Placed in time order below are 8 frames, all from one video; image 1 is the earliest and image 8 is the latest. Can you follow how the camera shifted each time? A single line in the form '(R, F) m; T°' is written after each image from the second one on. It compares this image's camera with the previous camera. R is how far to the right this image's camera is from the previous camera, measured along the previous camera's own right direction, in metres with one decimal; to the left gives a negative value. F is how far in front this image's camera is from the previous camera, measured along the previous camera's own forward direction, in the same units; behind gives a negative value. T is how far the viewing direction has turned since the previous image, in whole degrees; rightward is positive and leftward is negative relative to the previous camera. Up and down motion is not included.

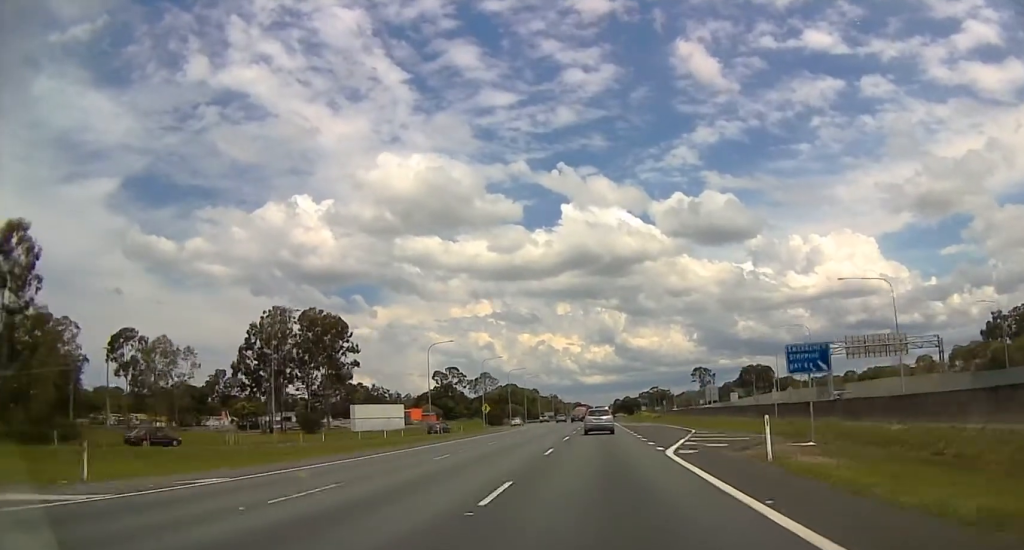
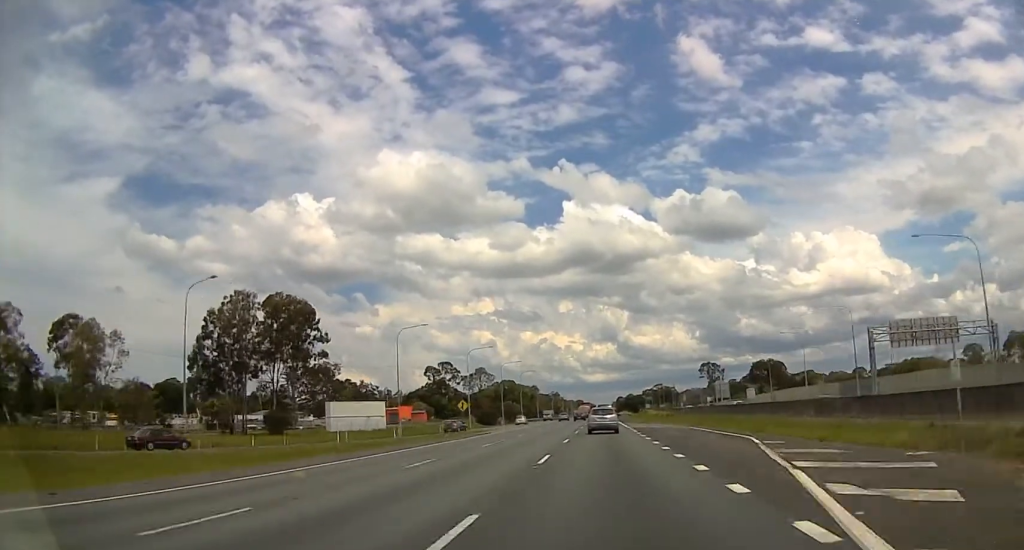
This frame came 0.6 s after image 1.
(+0.7, +16.5) m; 0°
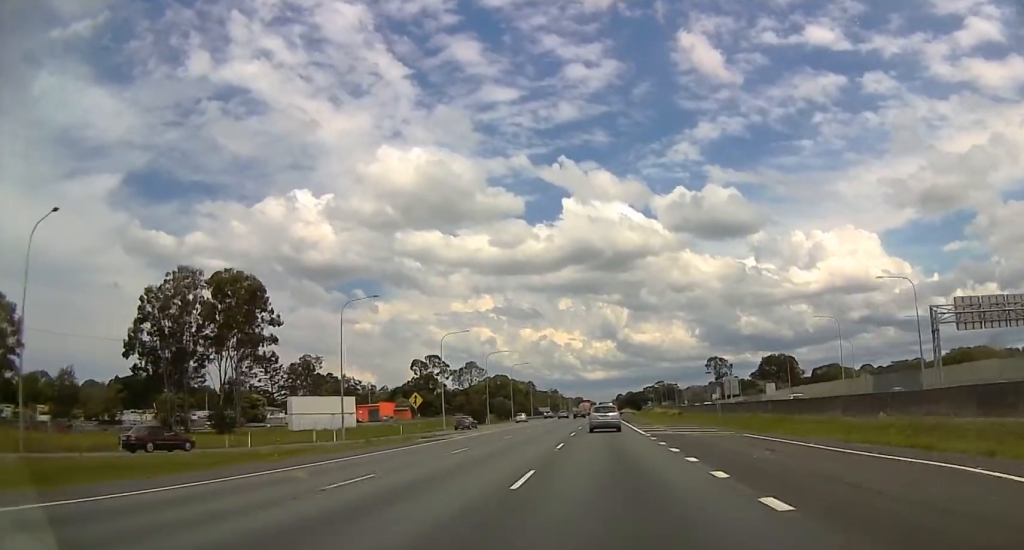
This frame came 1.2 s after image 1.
(-0.5, +18.5) m; 0°
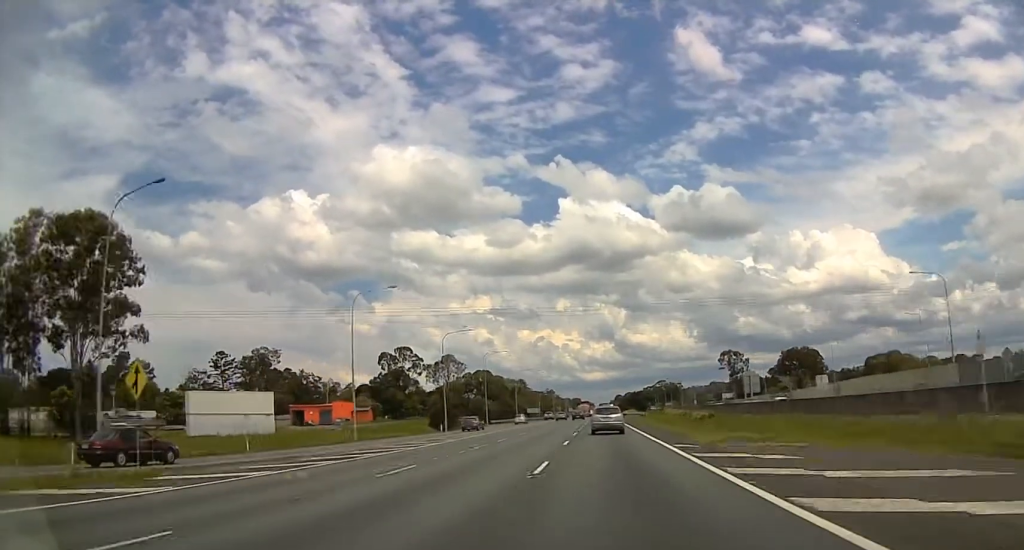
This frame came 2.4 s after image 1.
(+0.3, +33.9) m; 0°
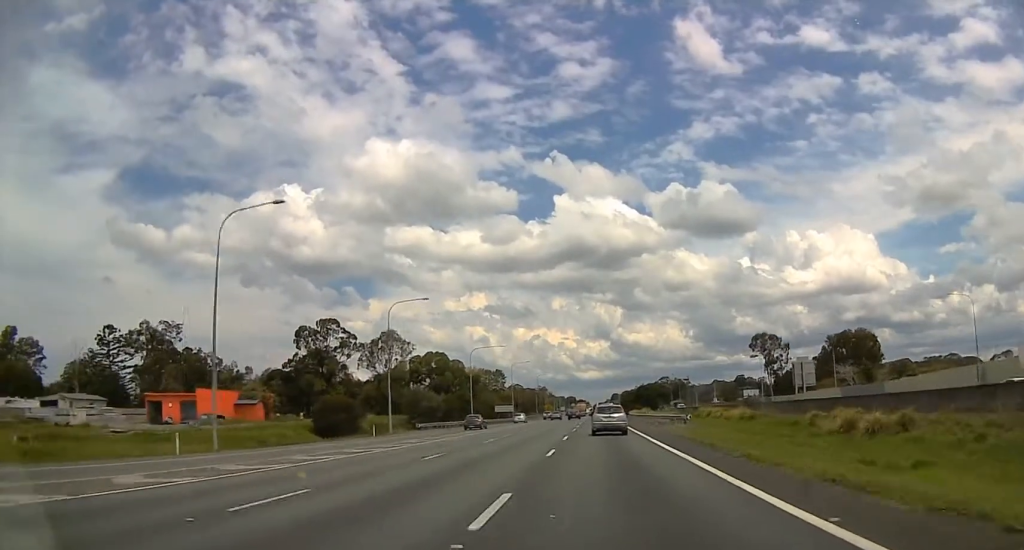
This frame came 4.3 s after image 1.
(-0.1, +55.9) m; 0°
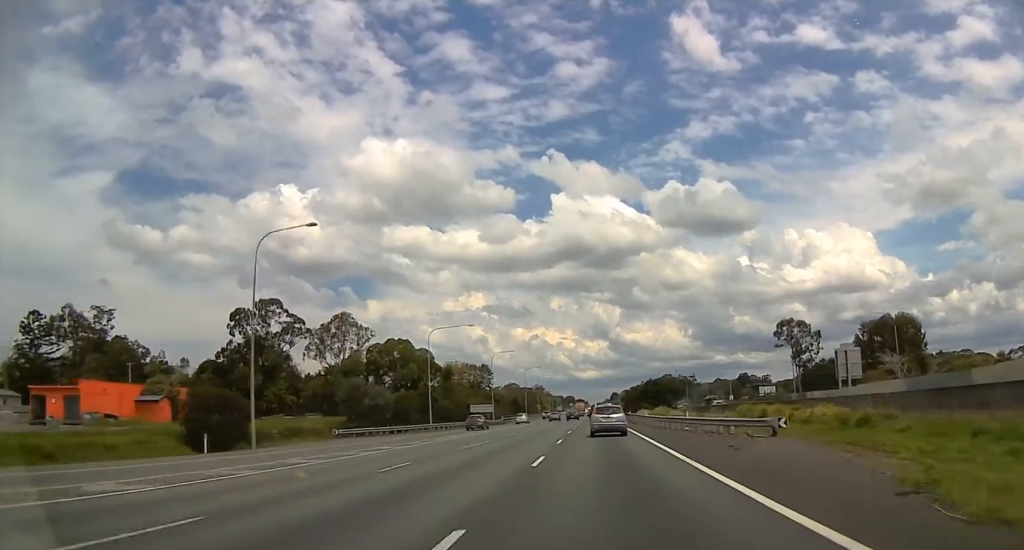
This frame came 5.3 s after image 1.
(-0.3, +27.8) m; 0°
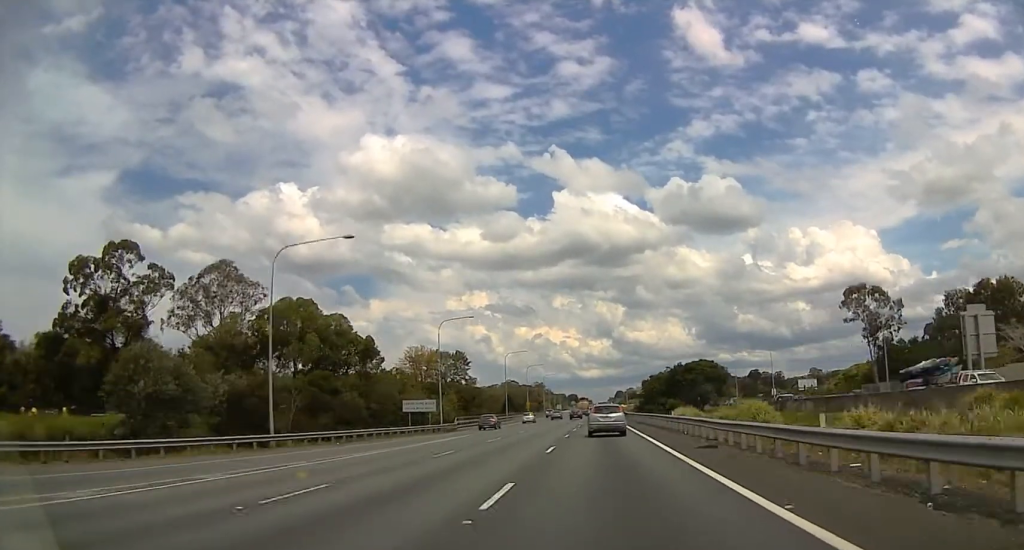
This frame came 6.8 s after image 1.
(+1.0, +43.7) m; +2°
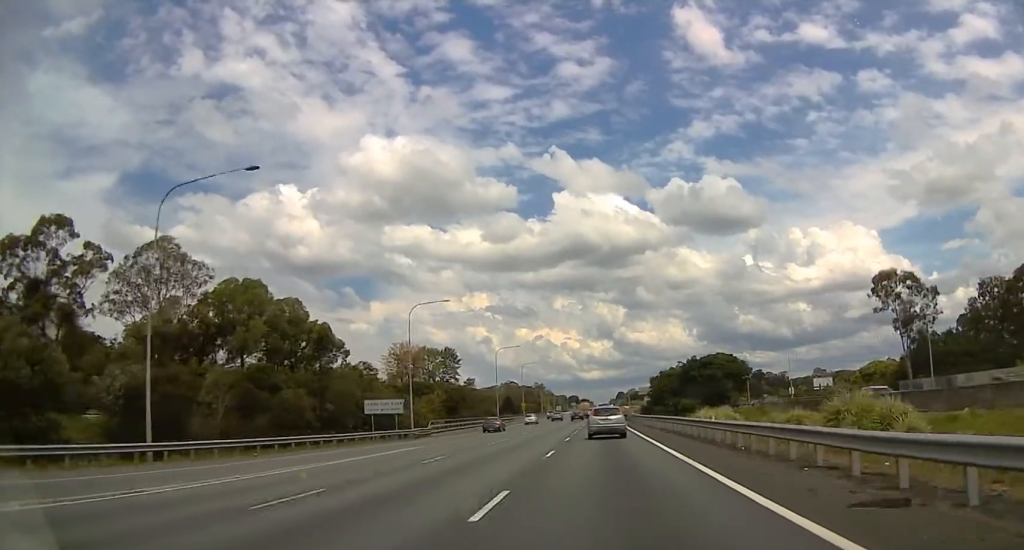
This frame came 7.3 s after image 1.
(+0.1, +13.2) m; -1°
